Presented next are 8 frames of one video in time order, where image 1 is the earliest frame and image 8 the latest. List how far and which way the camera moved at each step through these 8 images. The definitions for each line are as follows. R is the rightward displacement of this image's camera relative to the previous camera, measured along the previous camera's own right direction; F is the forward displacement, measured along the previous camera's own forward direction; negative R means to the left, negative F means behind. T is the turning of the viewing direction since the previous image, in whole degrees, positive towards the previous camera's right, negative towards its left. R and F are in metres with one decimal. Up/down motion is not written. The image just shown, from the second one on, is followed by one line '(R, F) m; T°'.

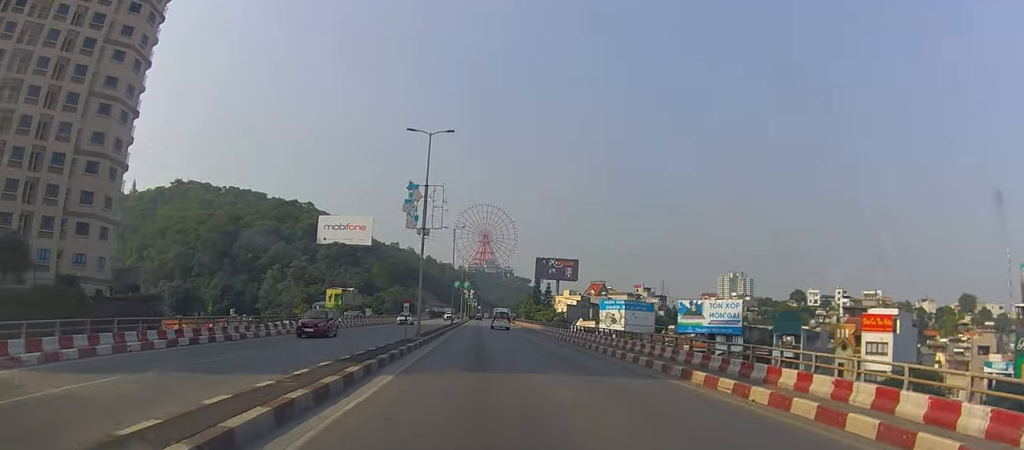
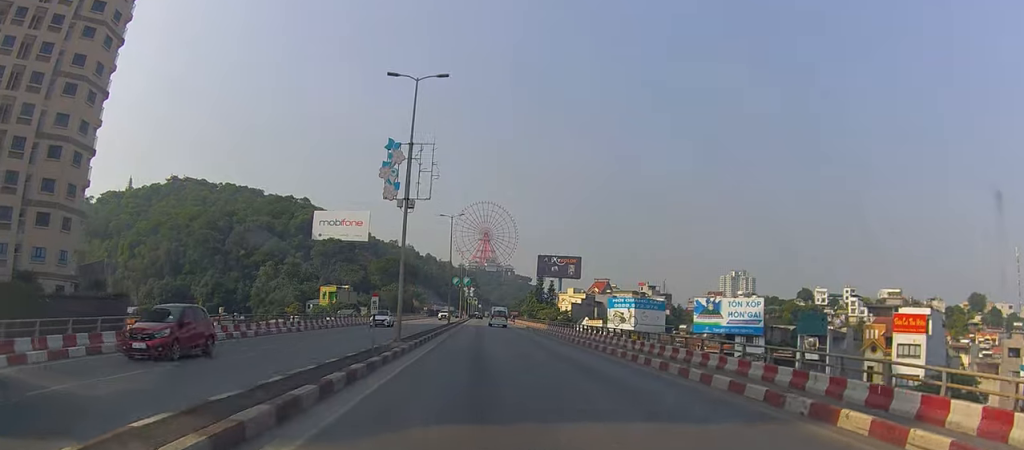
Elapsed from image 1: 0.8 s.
(+0.6, +8.3) m; -2°
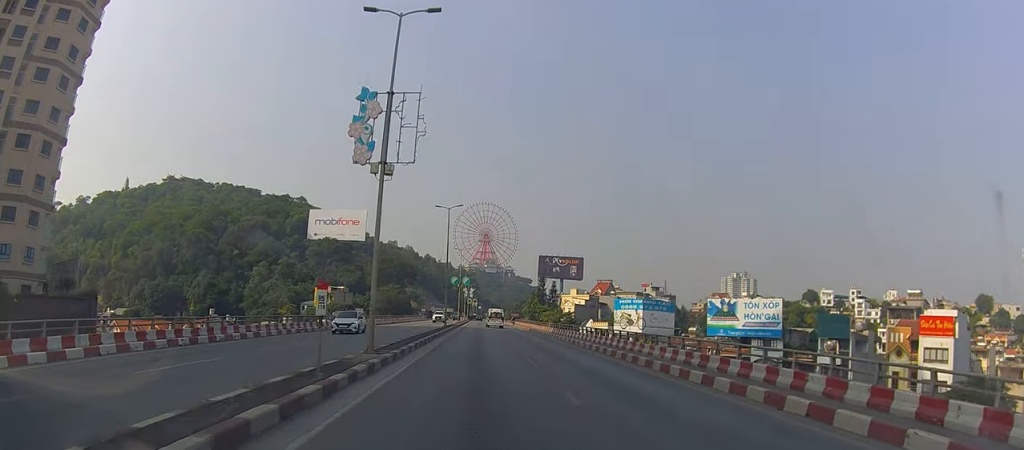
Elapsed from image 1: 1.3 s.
(-0.2, +6.0) m; -1°
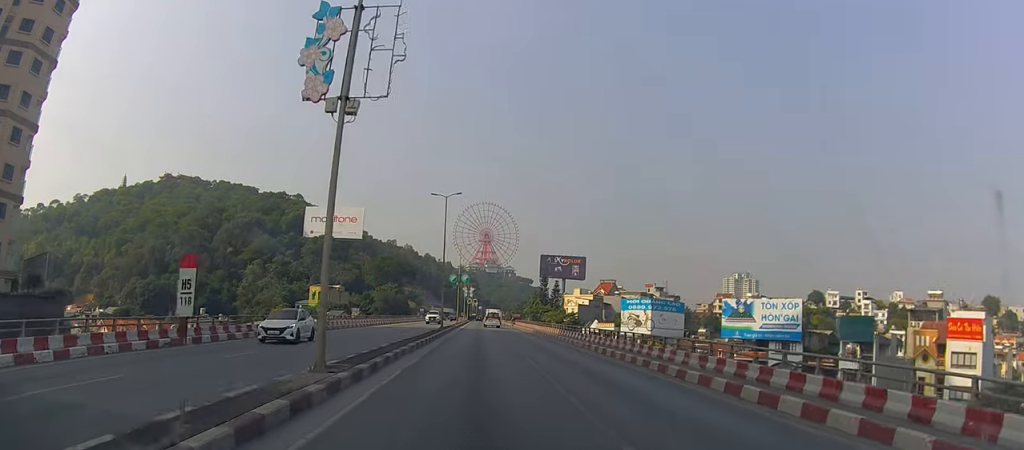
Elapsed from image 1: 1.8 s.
(-0.6, +5.6) m; 0°
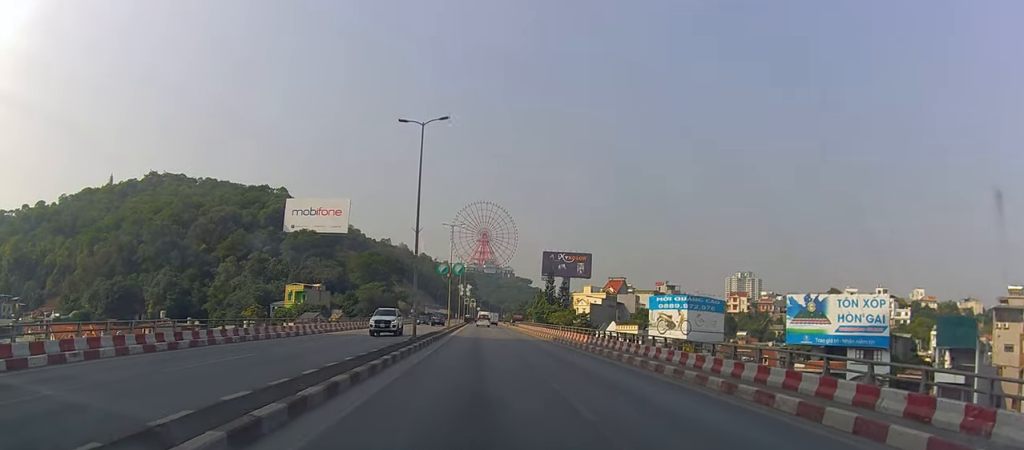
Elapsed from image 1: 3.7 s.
(+1.3, +20.4) m; +4°
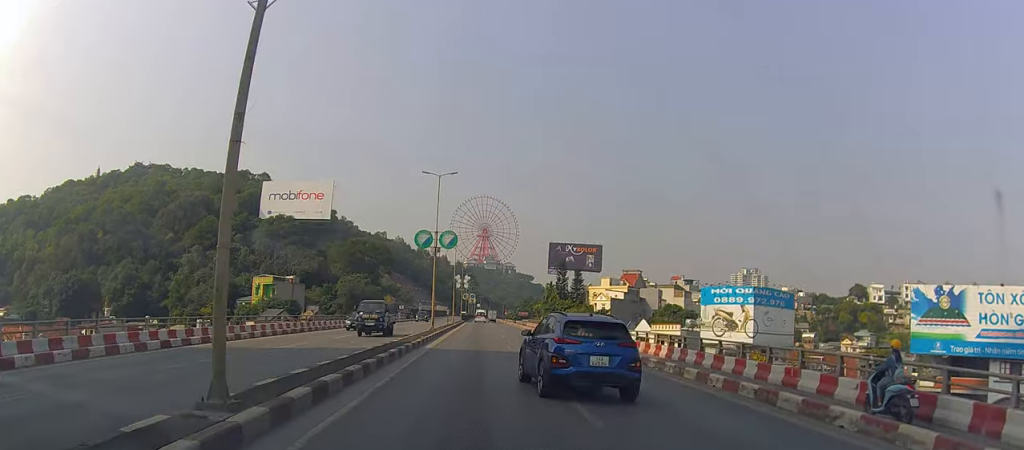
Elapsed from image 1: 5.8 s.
(-0.3, +22.3) m; -1°
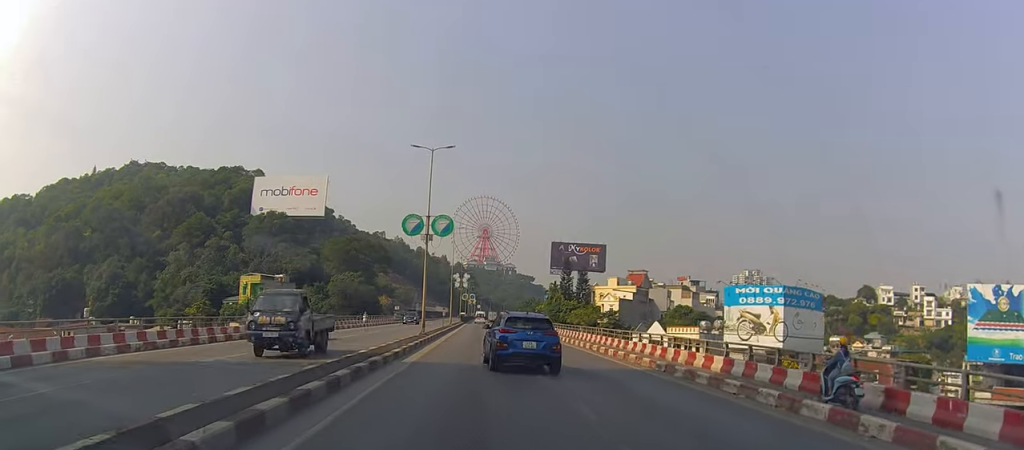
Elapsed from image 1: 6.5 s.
(+0.2, +7.3) m; 0°
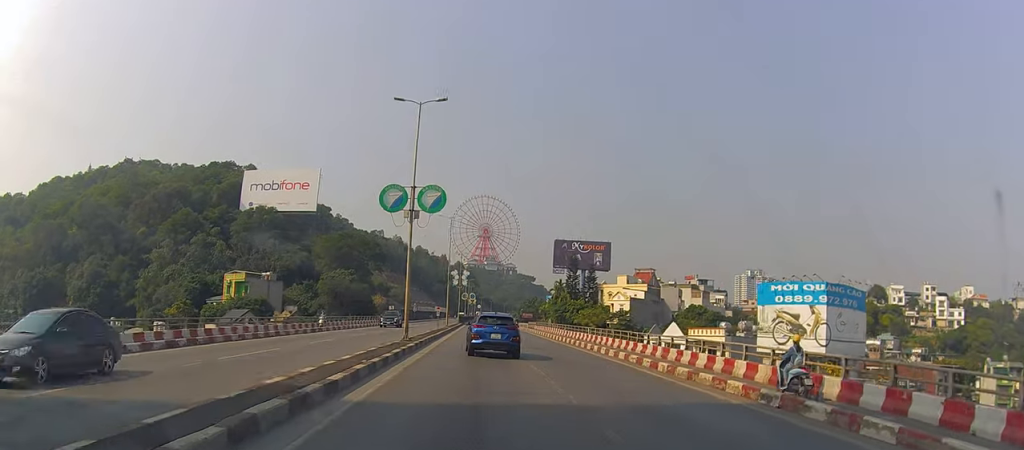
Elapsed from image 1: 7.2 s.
(+0.1, +8.2) m; -1°
